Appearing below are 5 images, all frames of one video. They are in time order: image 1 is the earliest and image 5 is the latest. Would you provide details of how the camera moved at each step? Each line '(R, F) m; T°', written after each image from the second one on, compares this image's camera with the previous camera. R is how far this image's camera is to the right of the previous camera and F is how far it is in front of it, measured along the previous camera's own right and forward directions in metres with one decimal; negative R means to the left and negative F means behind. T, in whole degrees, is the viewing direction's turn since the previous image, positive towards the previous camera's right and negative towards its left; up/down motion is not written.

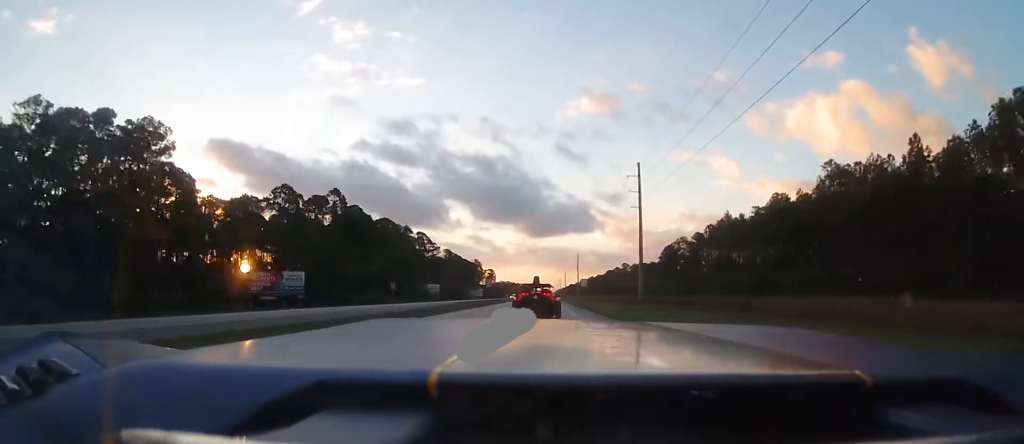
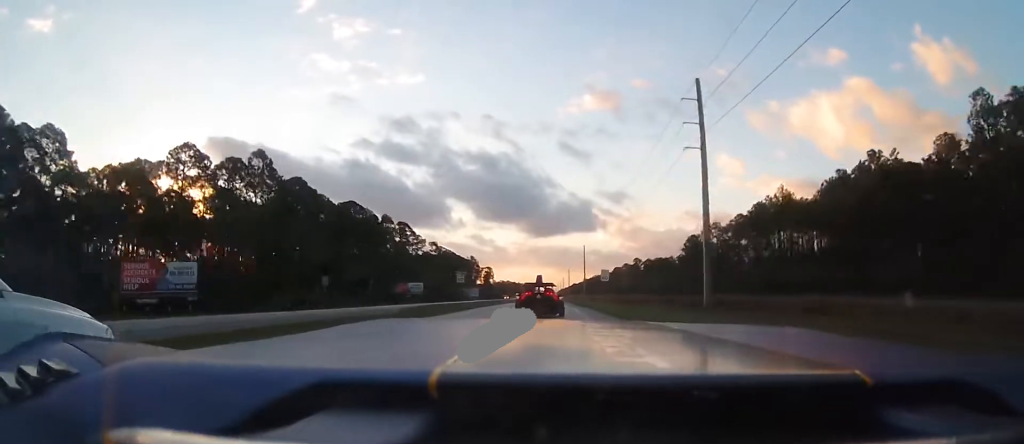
(-0.2, +32.6) m; 0°
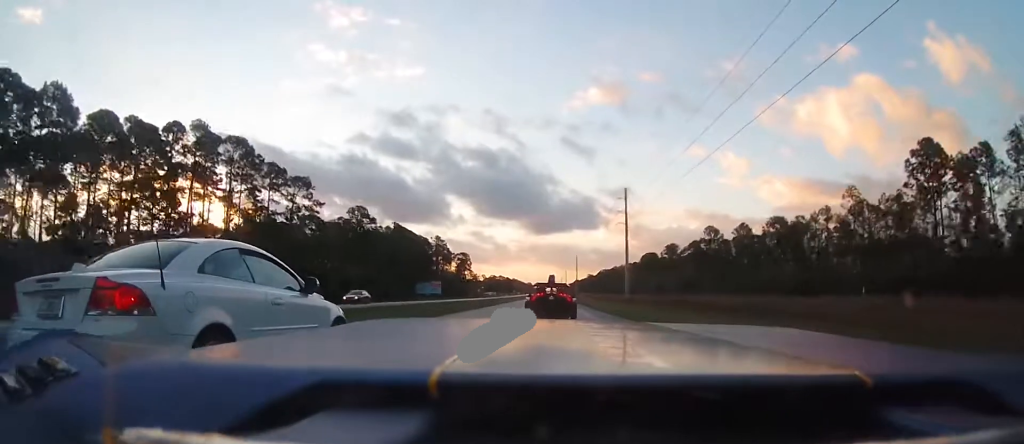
(+0.3, +116.0) m; 0°
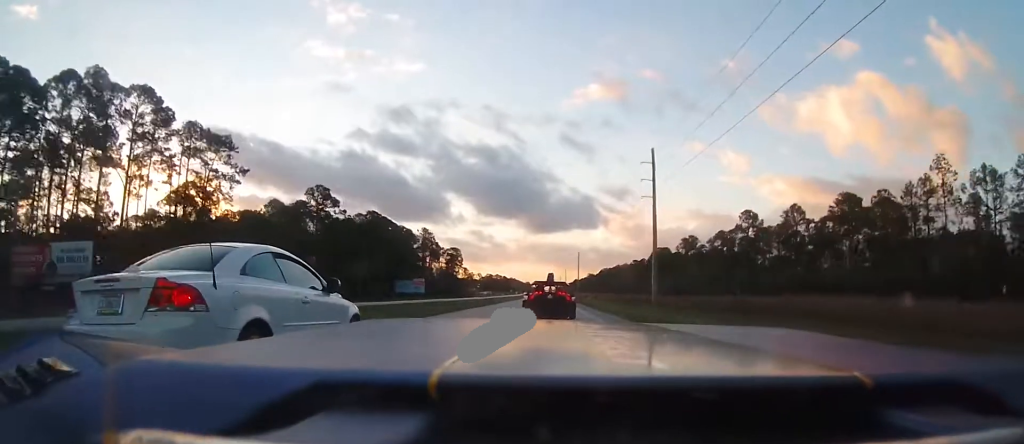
(-0.3, +26.8) m; +1°
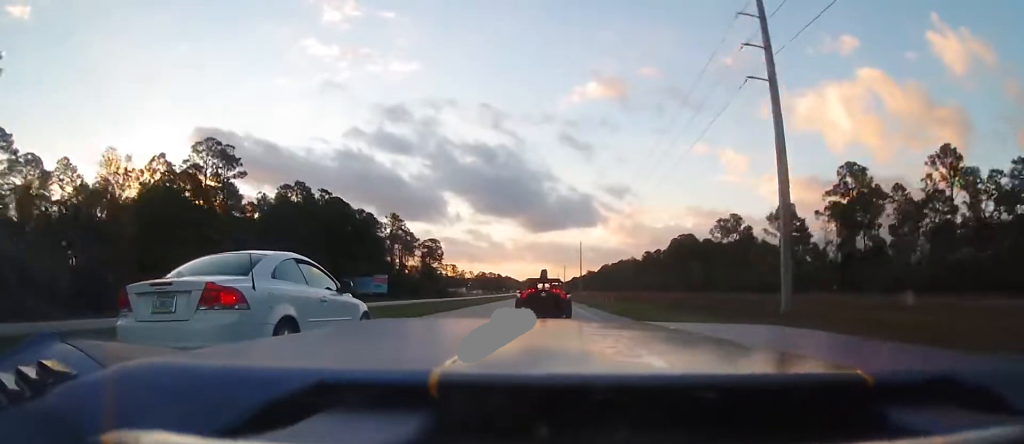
(+0.7, +41.7) m; +1°
